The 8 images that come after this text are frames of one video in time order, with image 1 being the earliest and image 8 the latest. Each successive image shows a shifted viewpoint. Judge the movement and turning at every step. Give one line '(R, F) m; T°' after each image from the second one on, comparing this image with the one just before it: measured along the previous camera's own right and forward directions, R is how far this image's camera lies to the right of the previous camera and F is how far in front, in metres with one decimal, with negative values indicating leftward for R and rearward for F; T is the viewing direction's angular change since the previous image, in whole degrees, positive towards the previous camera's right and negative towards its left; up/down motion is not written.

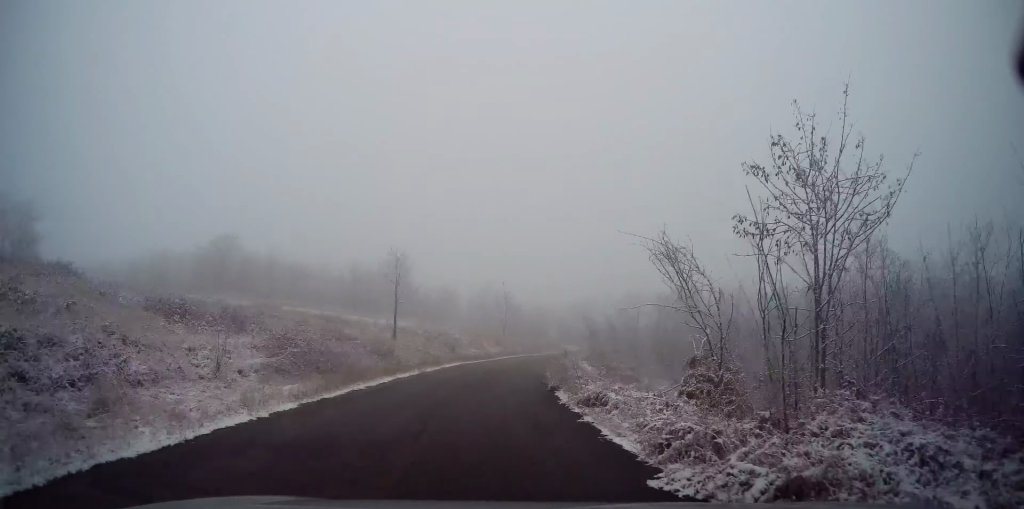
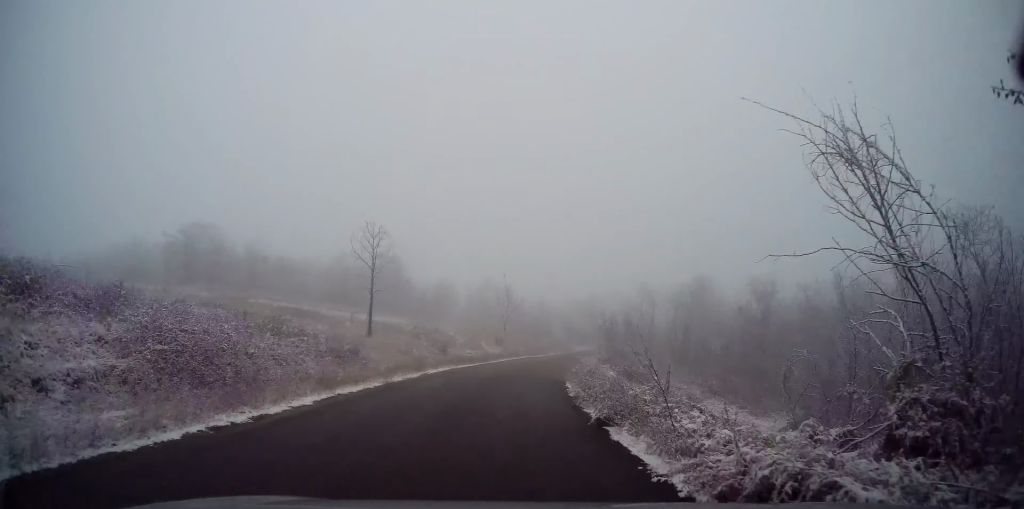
(0.0, +7.1) m; 0°
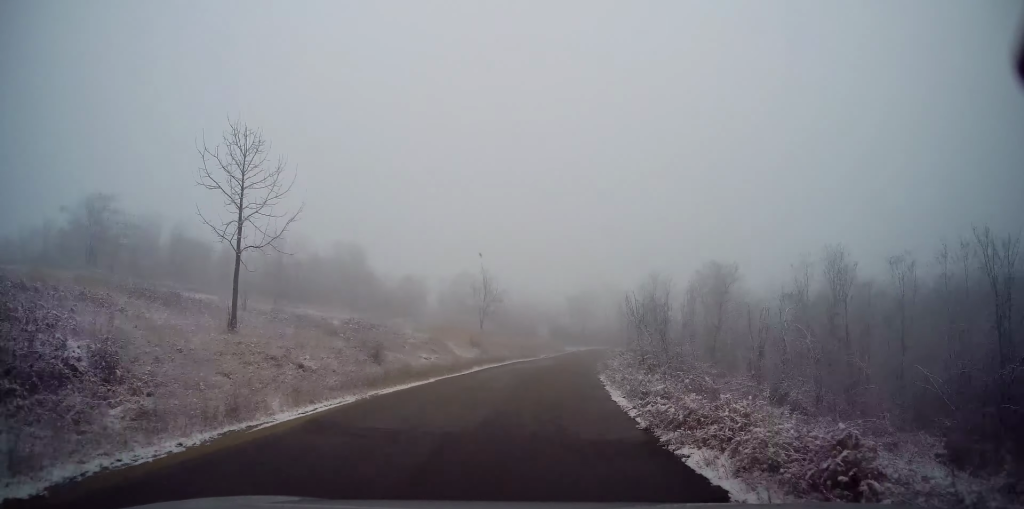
(+0.1, +13.7) m; +2°
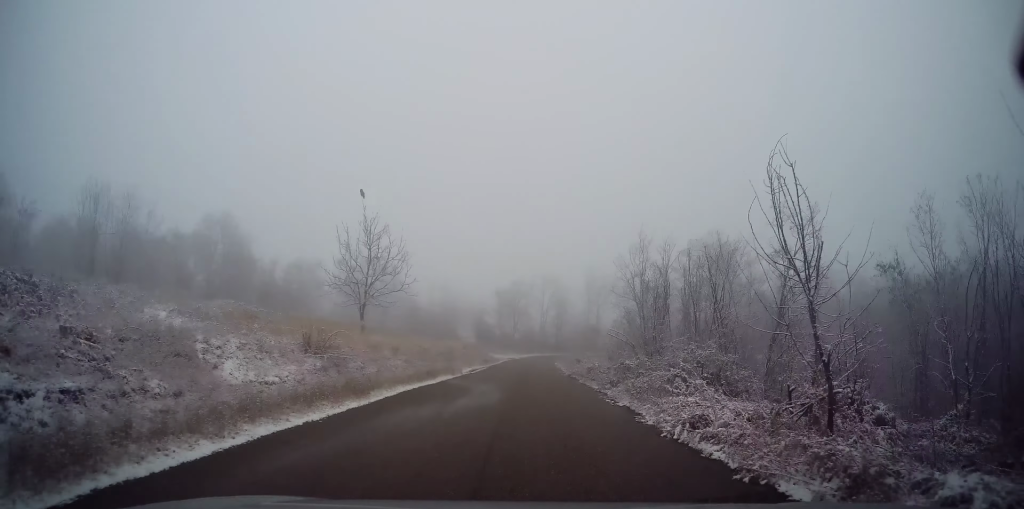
(+1.0, +20.3) m; +6°
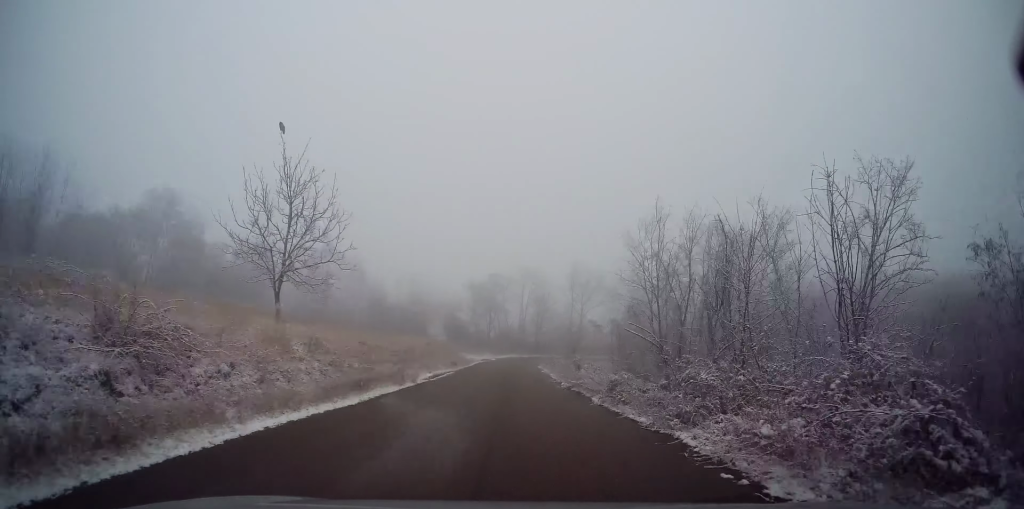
(+0.2, +8.0) m; +2°
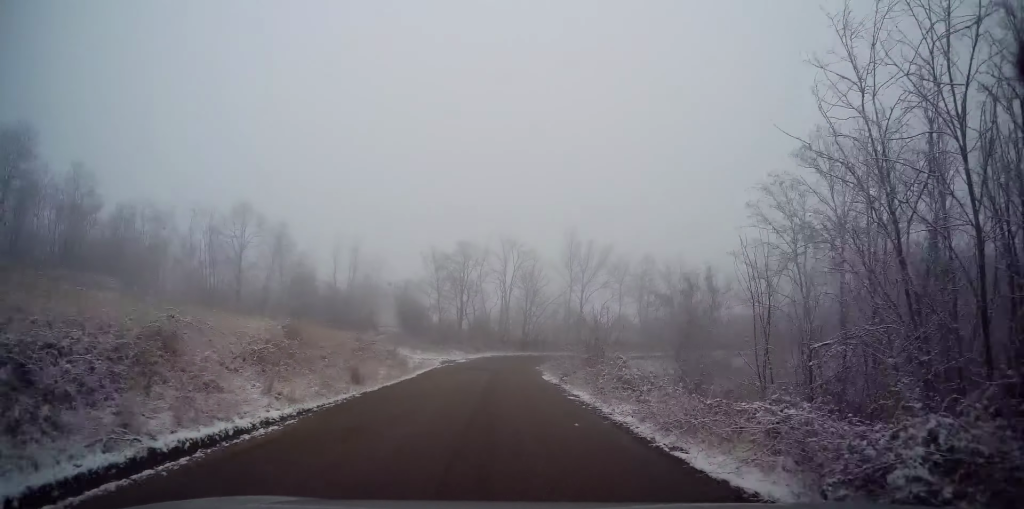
(+0.9, +19.8) m; +4°
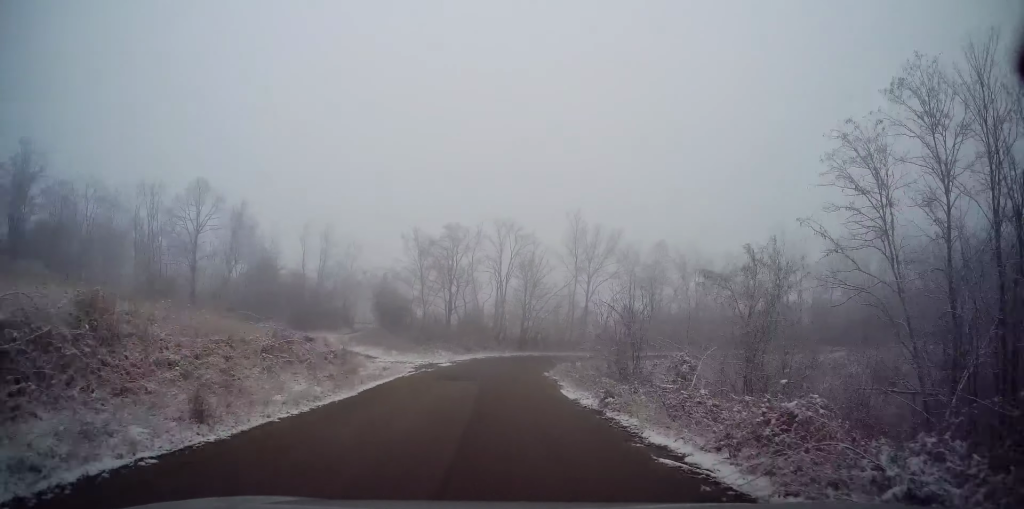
(0.0, +7.7) m; 0°
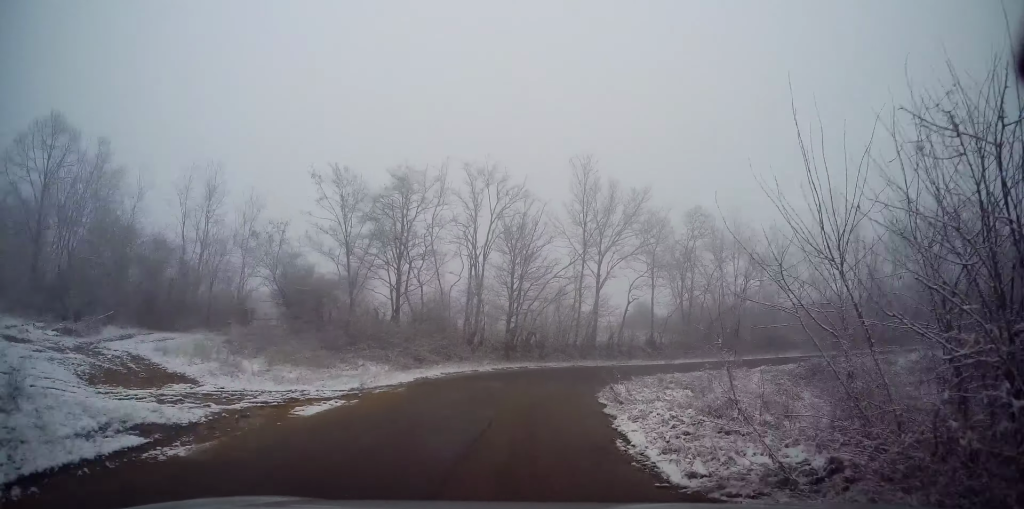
(0.0, +17.7) m; +1°
